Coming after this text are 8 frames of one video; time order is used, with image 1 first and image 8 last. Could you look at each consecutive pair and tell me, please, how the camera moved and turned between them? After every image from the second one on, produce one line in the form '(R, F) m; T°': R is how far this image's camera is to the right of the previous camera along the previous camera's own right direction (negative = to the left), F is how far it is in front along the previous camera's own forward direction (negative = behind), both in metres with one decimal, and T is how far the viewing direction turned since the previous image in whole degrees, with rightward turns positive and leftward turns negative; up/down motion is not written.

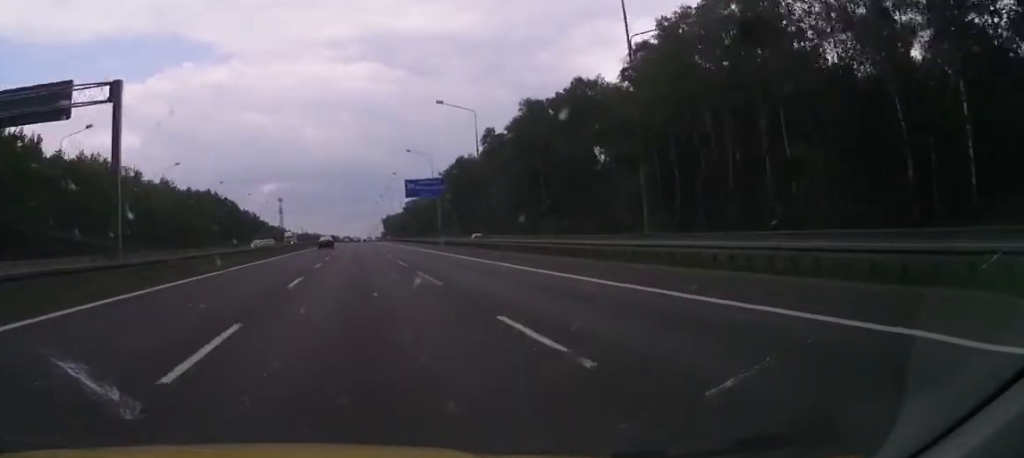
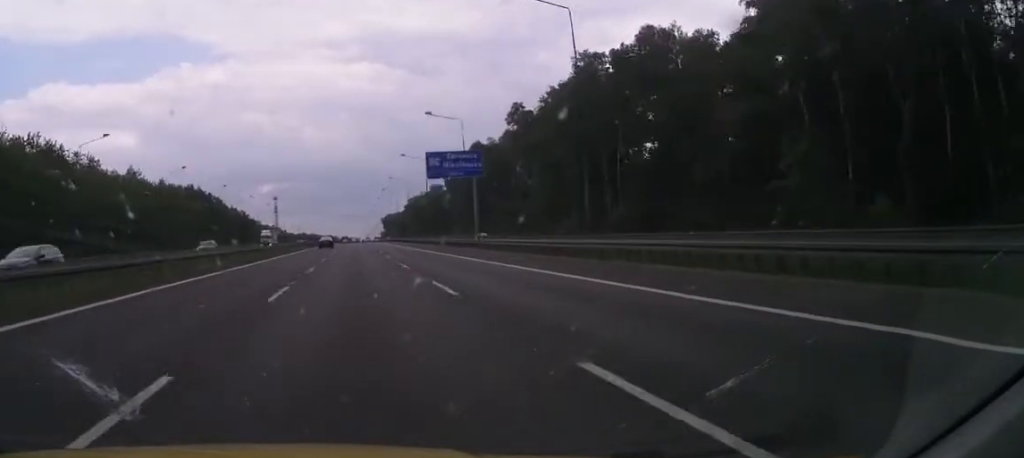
(-0.1, +28.1) m; +1°
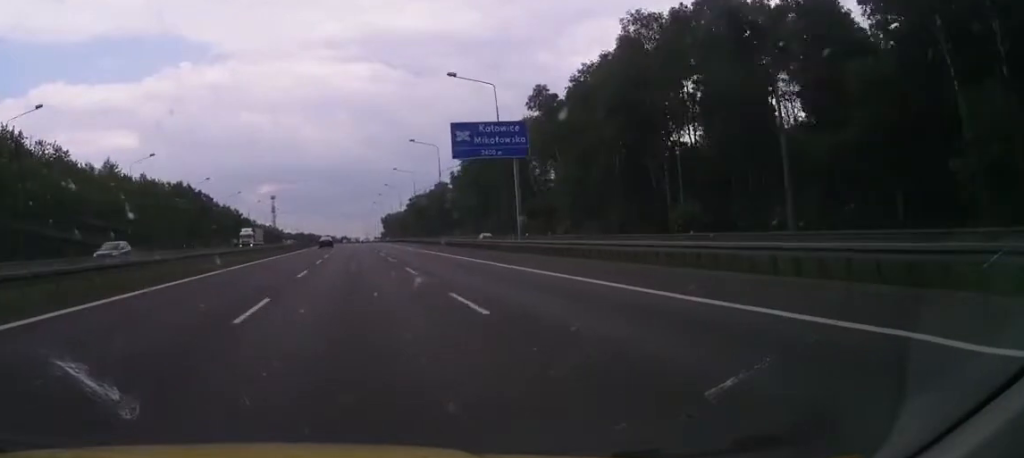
(+0.5, +15.9) m; +1°
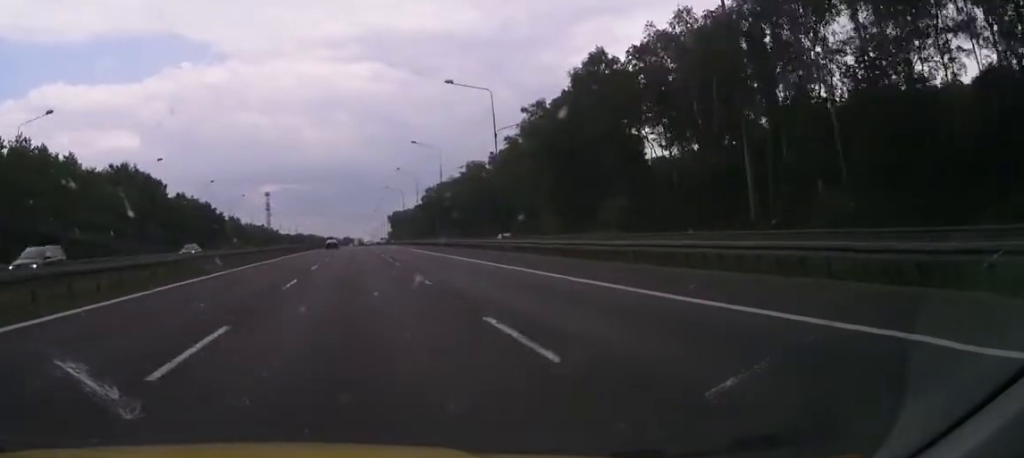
(-0.8, +64.0) m; -1°
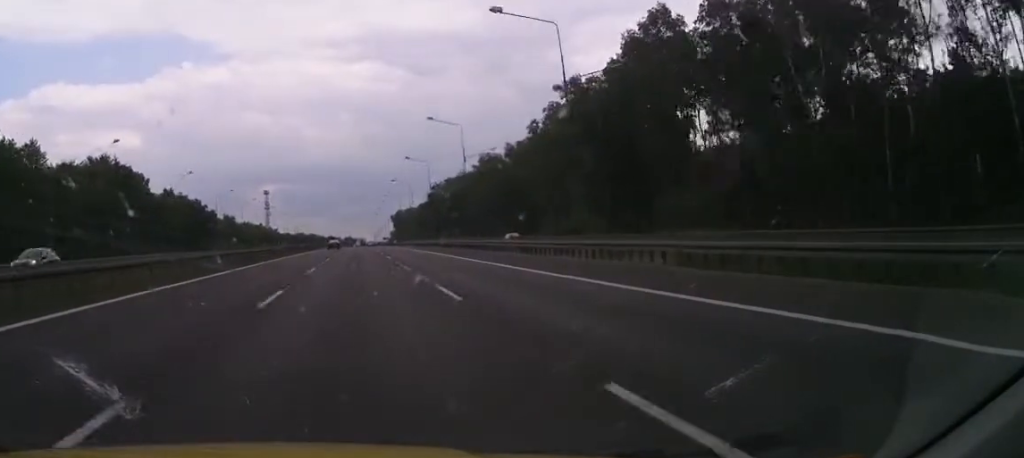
(0.0, +16.6) m; 0°
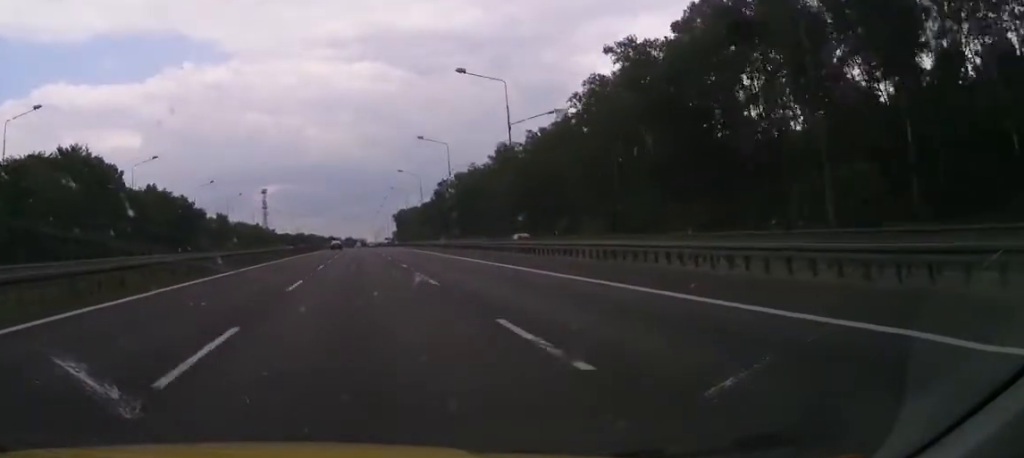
(0.0, +18.6) m; 0°
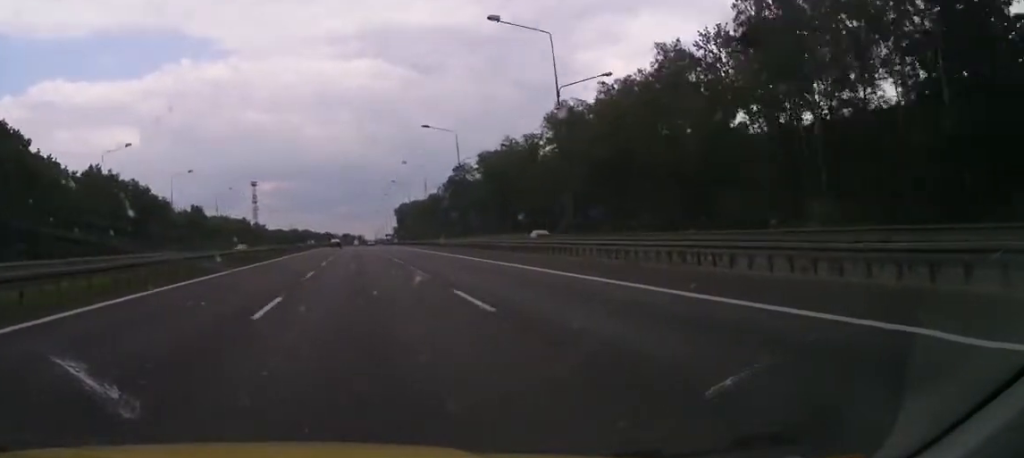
(0.0, +41.4) m; 0°
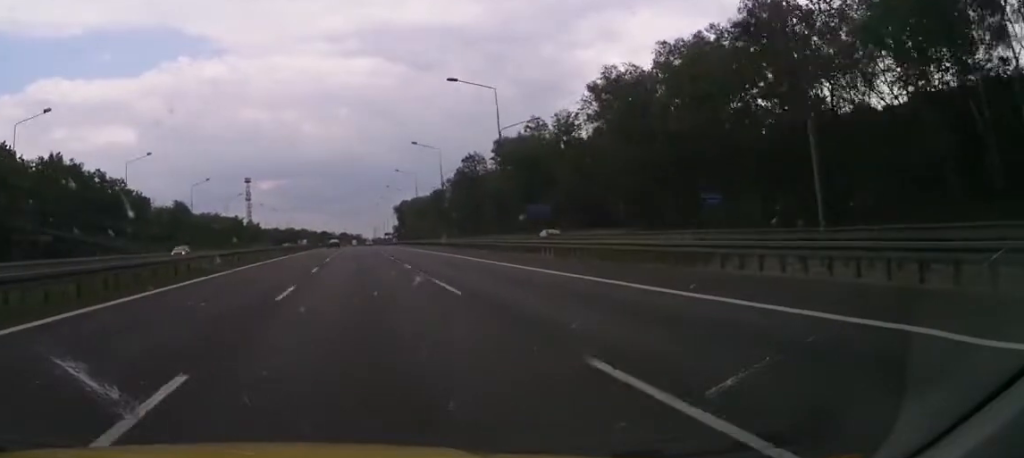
(0.0, +20.0) m; 0°
